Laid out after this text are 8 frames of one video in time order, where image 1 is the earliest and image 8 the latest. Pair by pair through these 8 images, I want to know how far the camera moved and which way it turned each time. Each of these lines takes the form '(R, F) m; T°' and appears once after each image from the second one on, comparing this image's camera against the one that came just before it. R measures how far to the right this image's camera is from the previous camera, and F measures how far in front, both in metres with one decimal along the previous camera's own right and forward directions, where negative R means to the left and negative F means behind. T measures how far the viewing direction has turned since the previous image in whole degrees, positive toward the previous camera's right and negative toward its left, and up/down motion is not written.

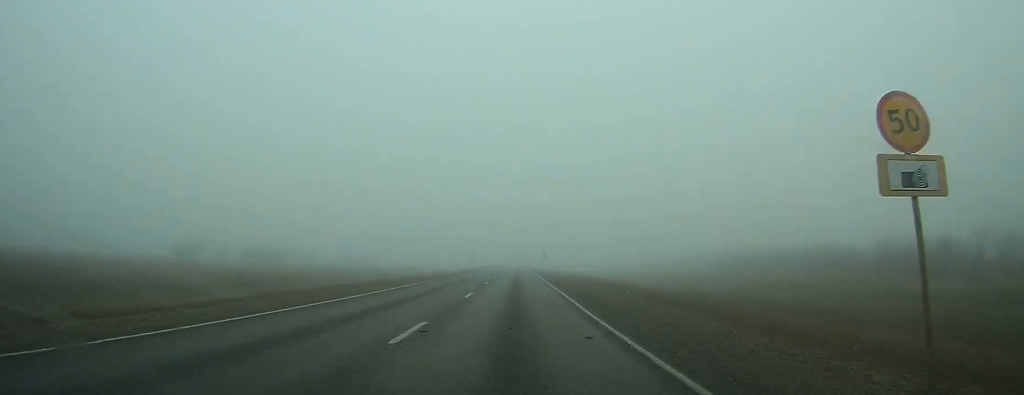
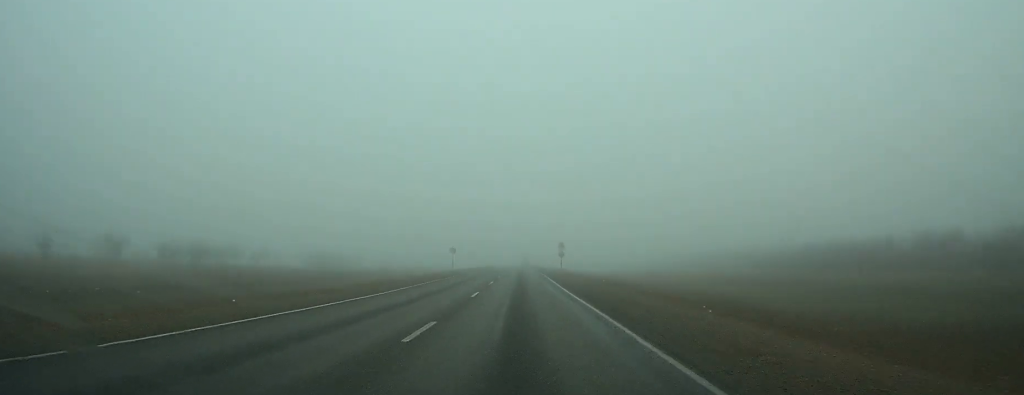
(0.0, +36.2) m; 0°
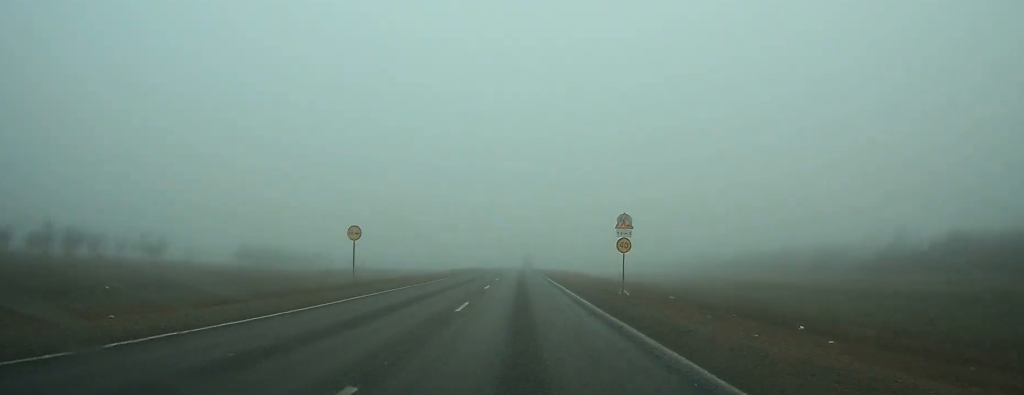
(-0.1, +41.8) m; 0°
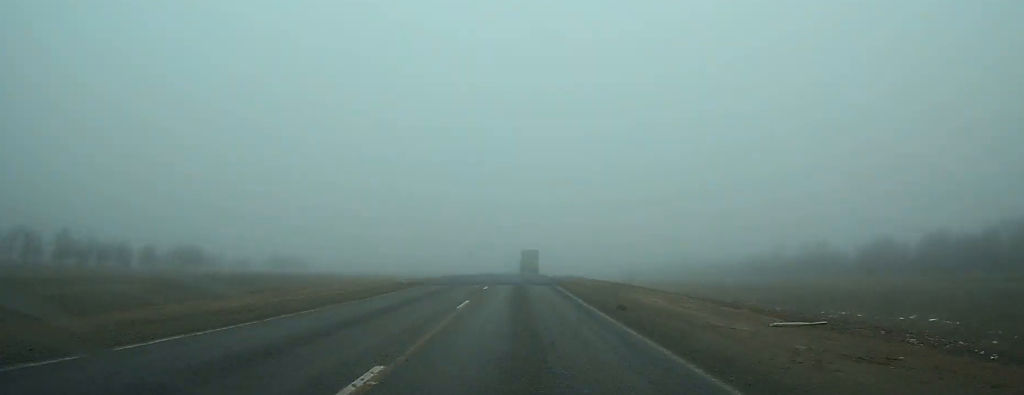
(-0.5, +64.5) m; 0°
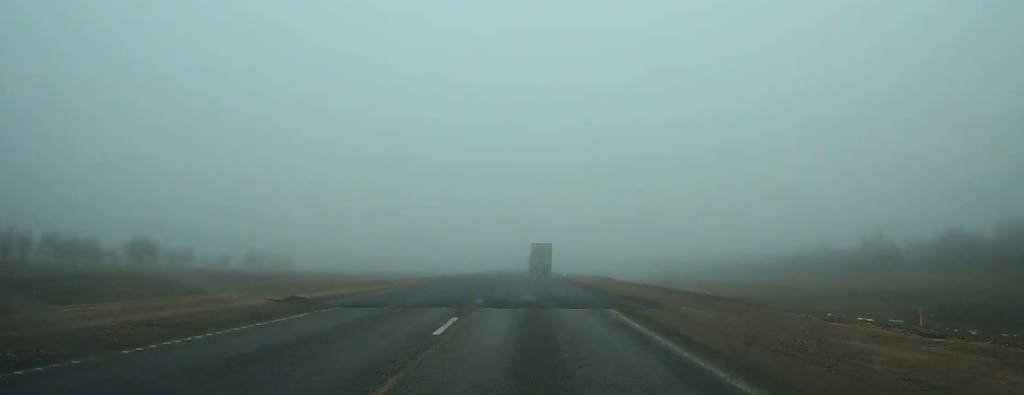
(0.0, +17.4) m; 0°
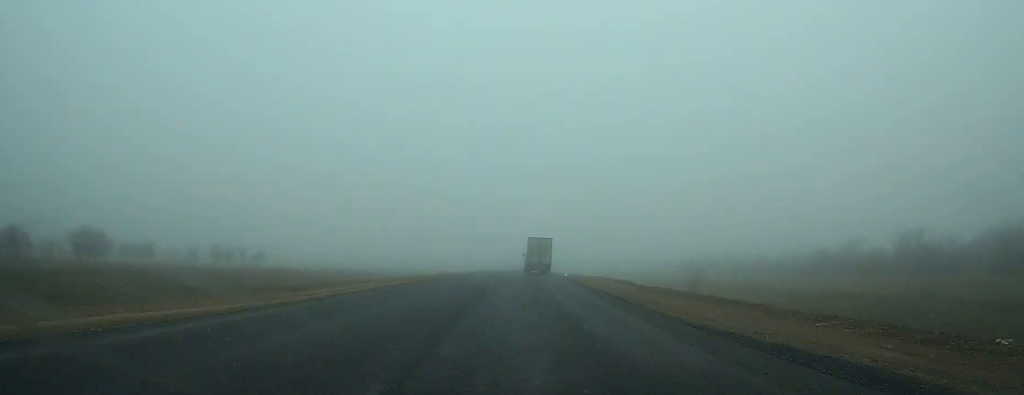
(0.0, +14.3) m; 0°
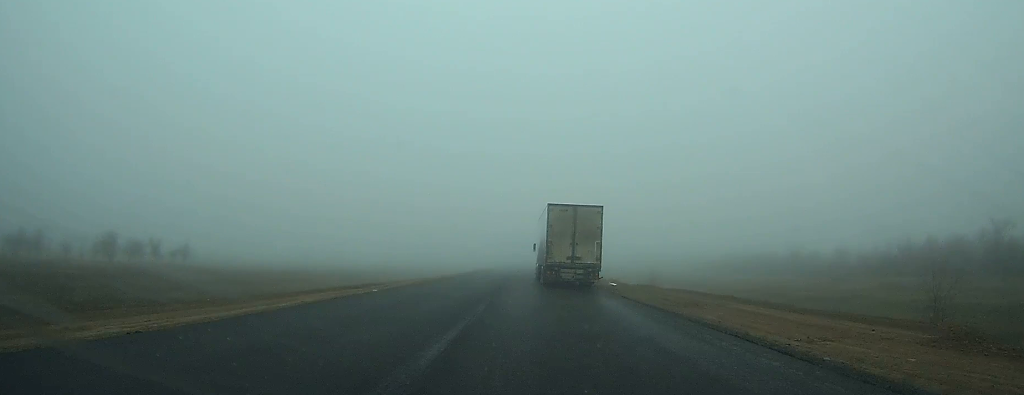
(-0.2, +39.9) m; -1°
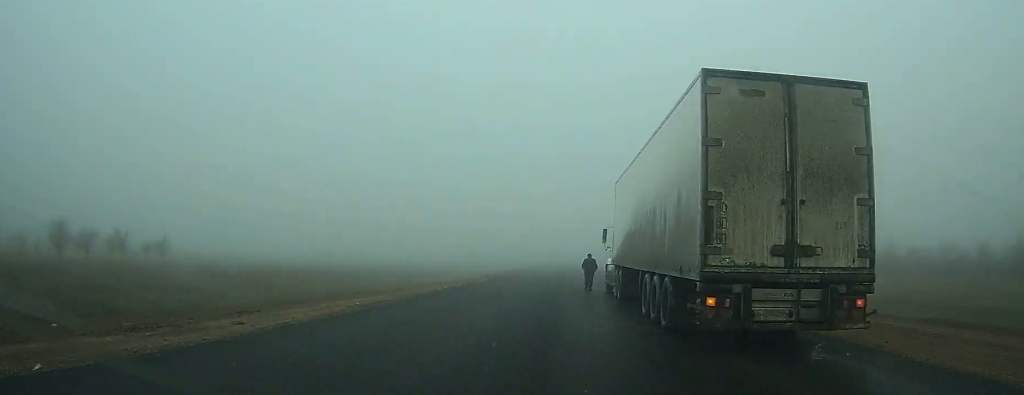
(-0.1, +22.5) m; 0°
